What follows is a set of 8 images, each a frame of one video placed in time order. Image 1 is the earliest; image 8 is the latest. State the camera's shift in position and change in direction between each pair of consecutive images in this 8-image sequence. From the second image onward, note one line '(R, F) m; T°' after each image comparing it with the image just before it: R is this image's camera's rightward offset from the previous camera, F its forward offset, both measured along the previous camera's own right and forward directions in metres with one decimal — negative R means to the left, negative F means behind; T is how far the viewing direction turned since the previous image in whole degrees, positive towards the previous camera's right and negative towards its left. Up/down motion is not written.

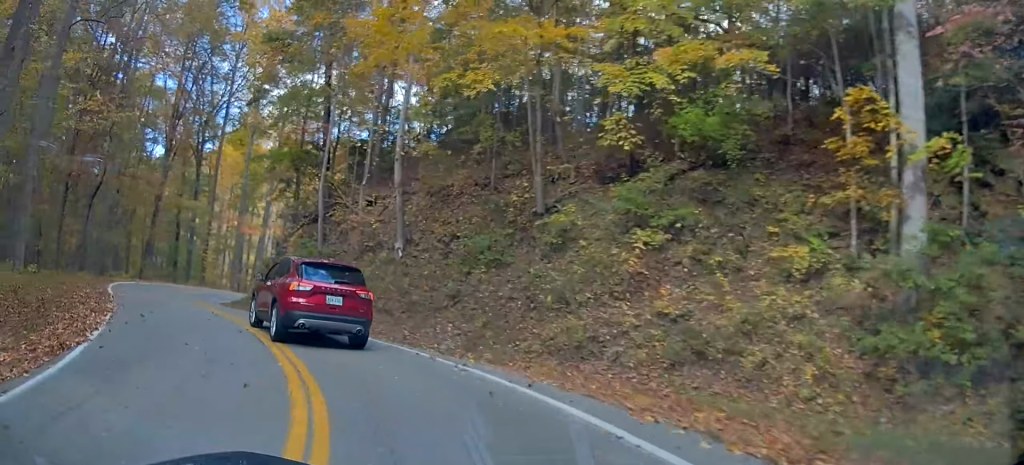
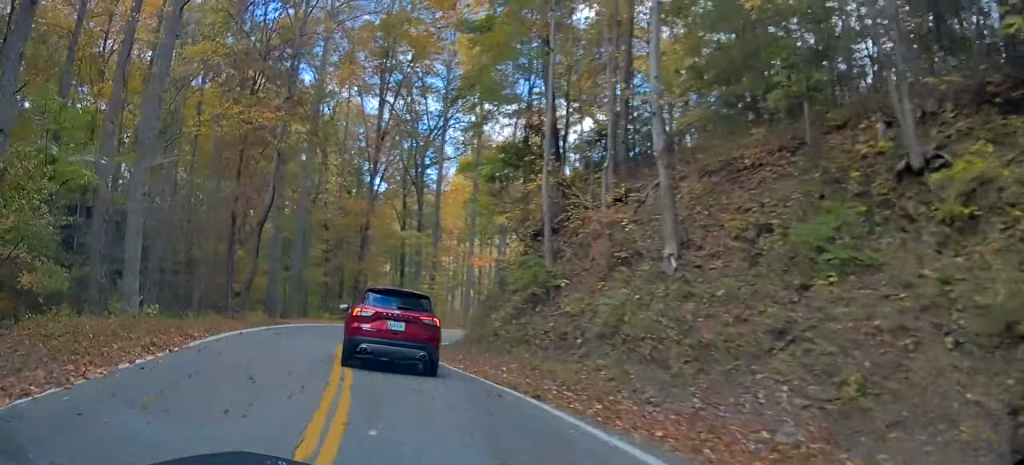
(-1.1, +9.7) m; -12°
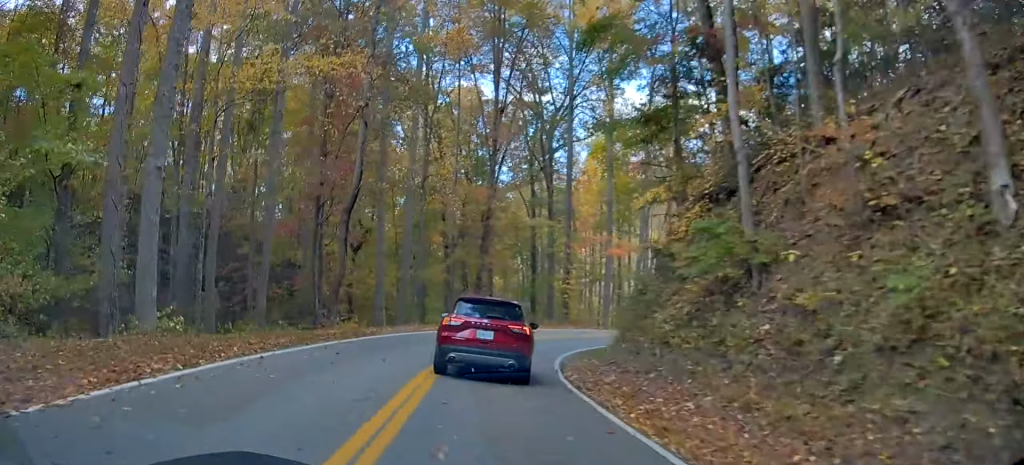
(-0.5, +7.7) m; -7°
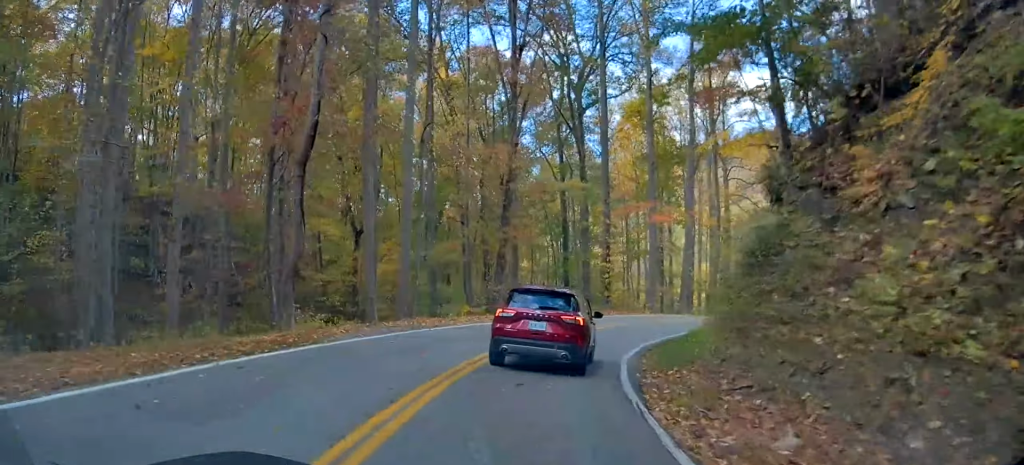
(-0.6, +9.1) m; -2°
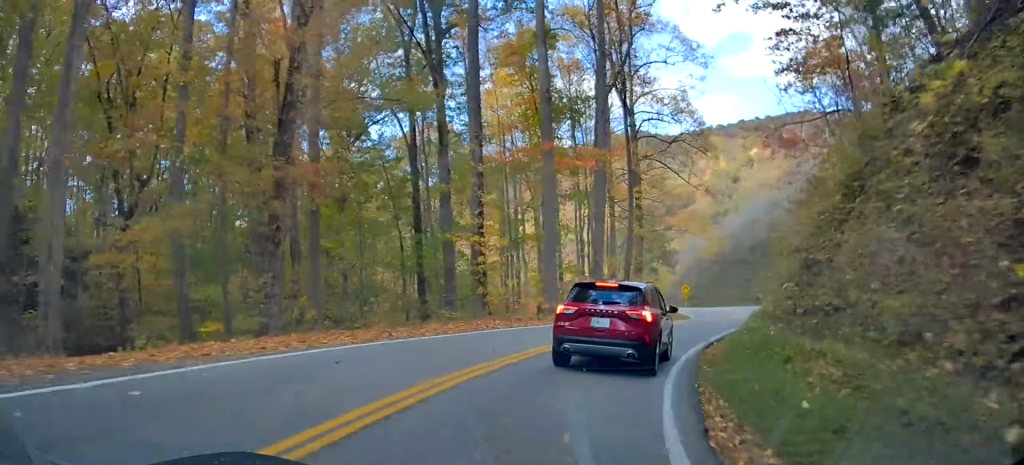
(+0.5, +17.7) m; +9°
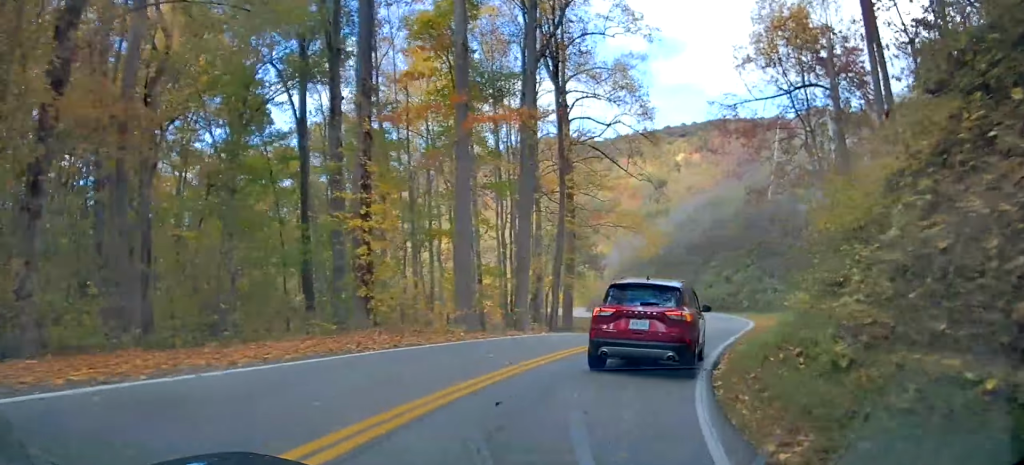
(+0.4, +7.3) m; +8°
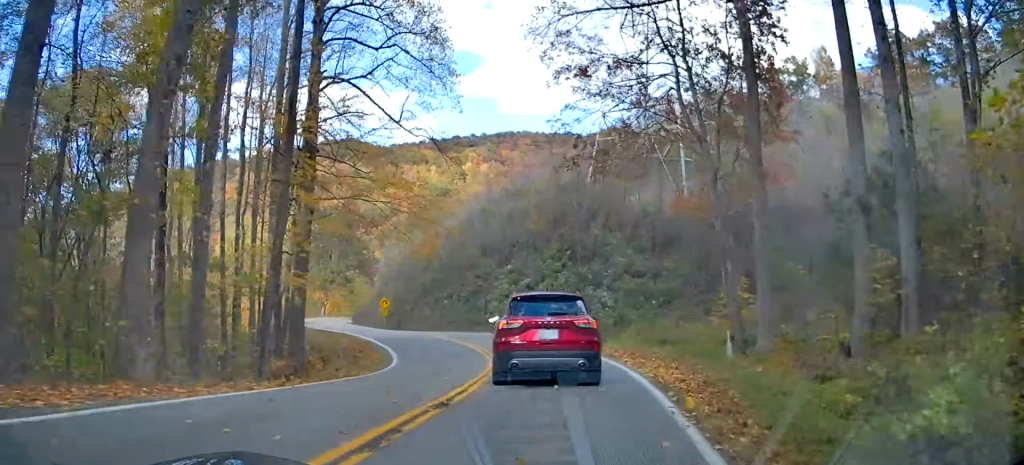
(+2.2, +16.0) m; +9°
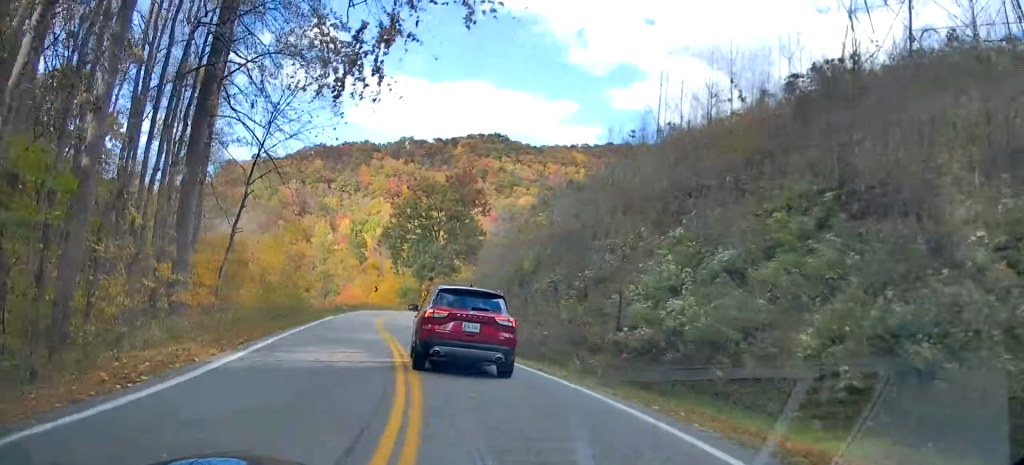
(-2.4, +27.3) m; -13°
